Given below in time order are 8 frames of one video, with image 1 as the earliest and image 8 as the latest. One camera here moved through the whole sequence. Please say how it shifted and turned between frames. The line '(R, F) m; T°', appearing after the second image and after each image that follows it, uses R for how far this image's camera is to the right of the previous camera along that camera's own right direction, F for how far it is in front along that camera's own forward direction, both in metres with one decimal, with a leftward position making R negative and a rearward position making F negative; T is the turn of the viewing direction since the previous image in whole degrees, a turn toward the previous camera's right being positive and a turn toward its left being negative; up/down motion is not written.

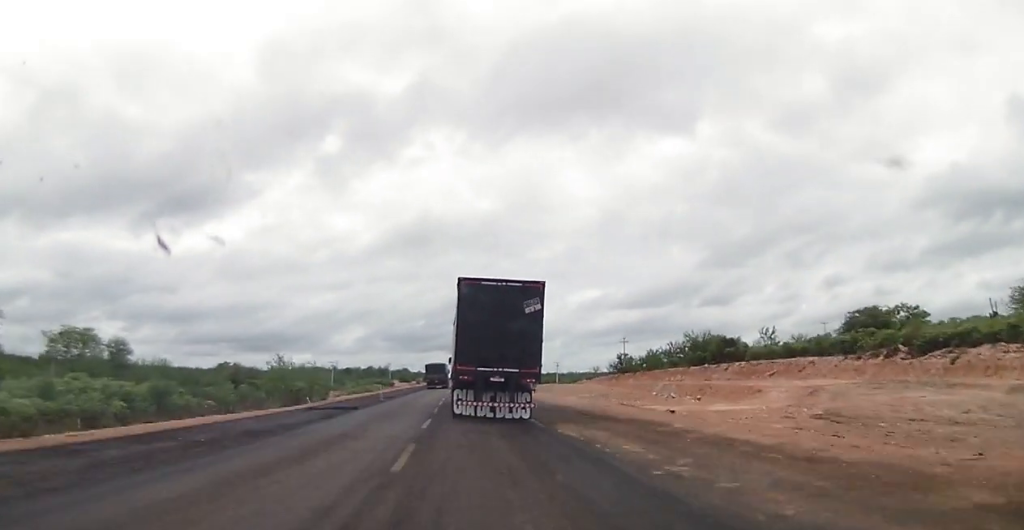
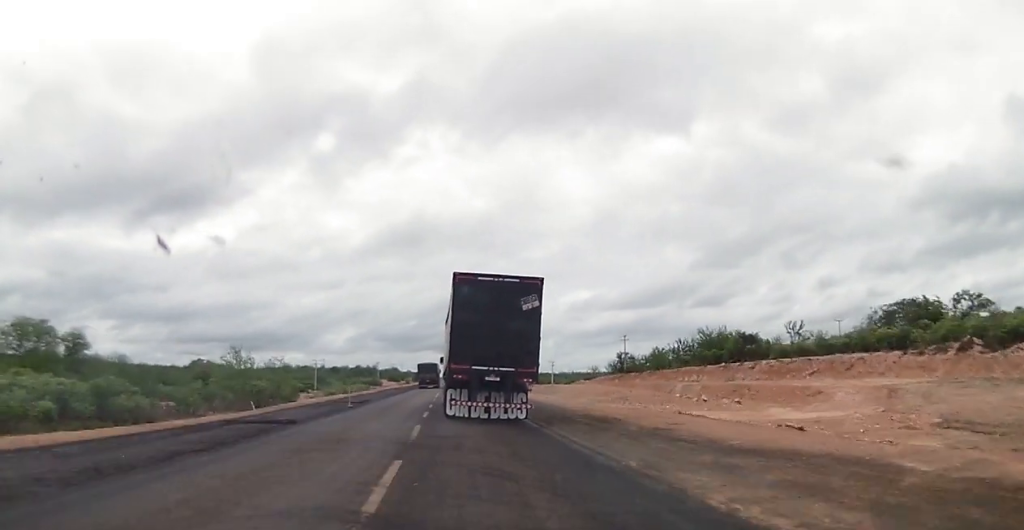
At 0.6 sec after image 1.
(+0.3, +11.1) m; 0°
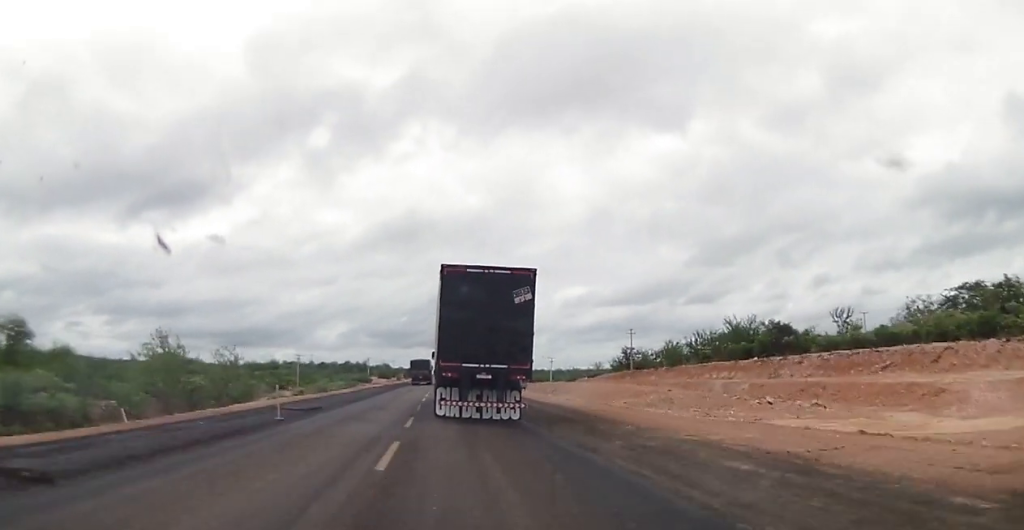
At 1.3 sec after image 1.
(-0.3, +13.6) m; 0°
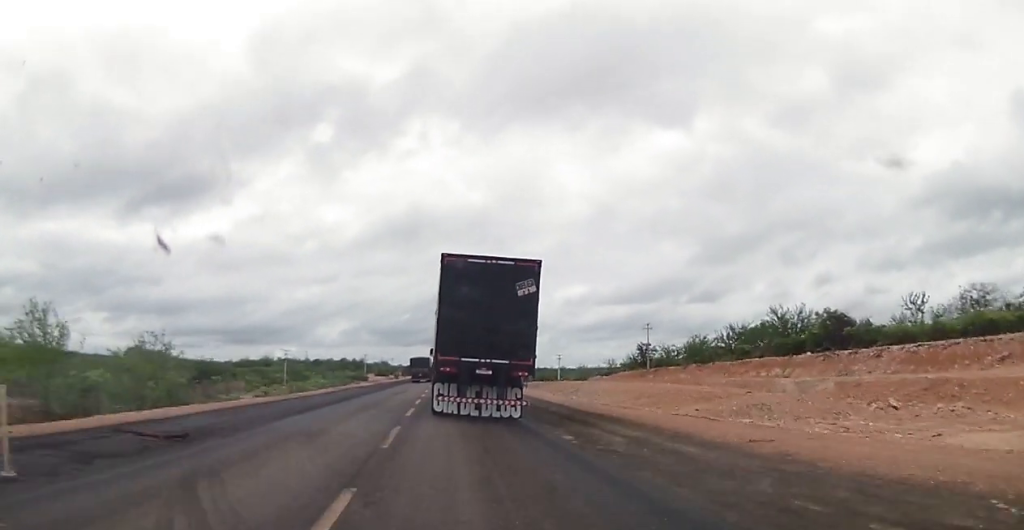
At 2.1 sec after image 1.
(+0.1, +14.1) m; +1°
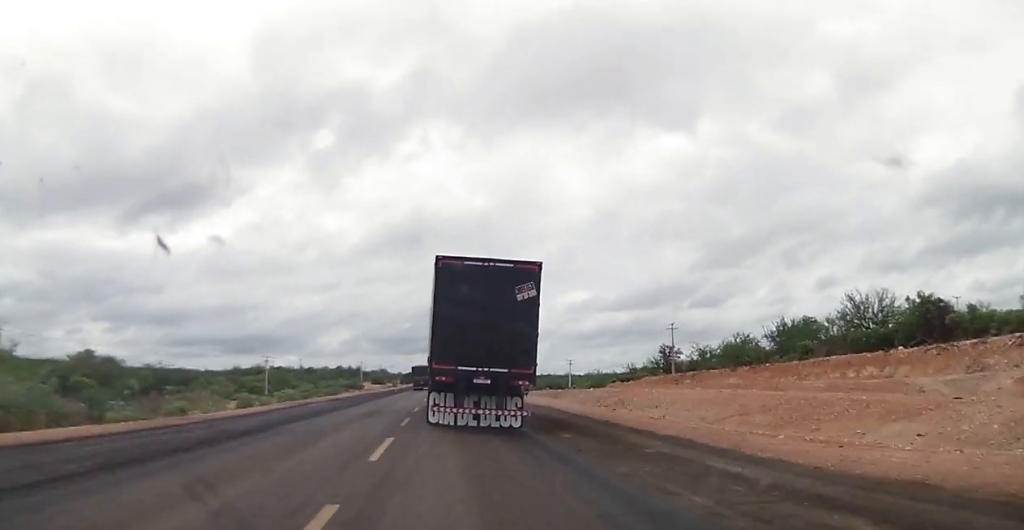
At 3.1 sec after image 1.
(+0.3, +17.5) m; 0°
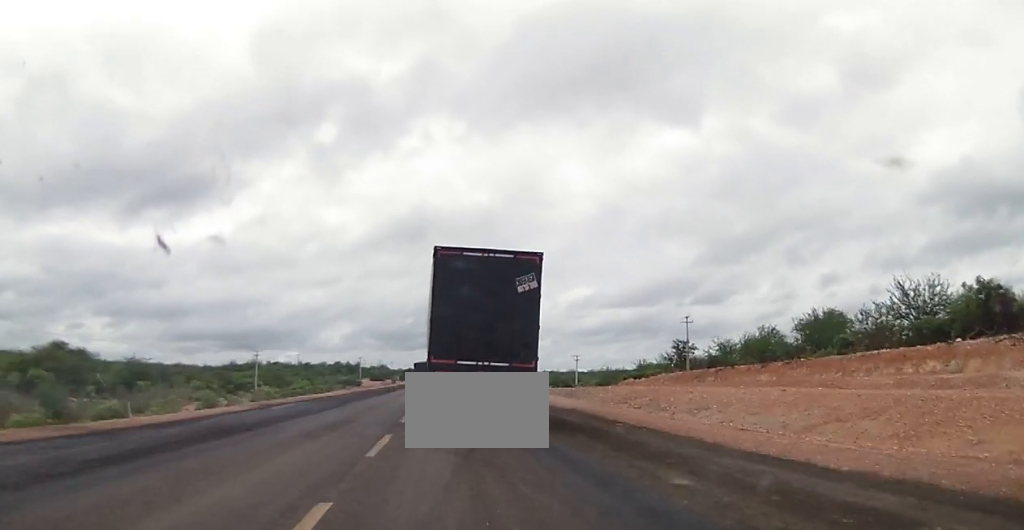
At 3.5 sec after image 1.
(+0.1, +8.3) m; -1°
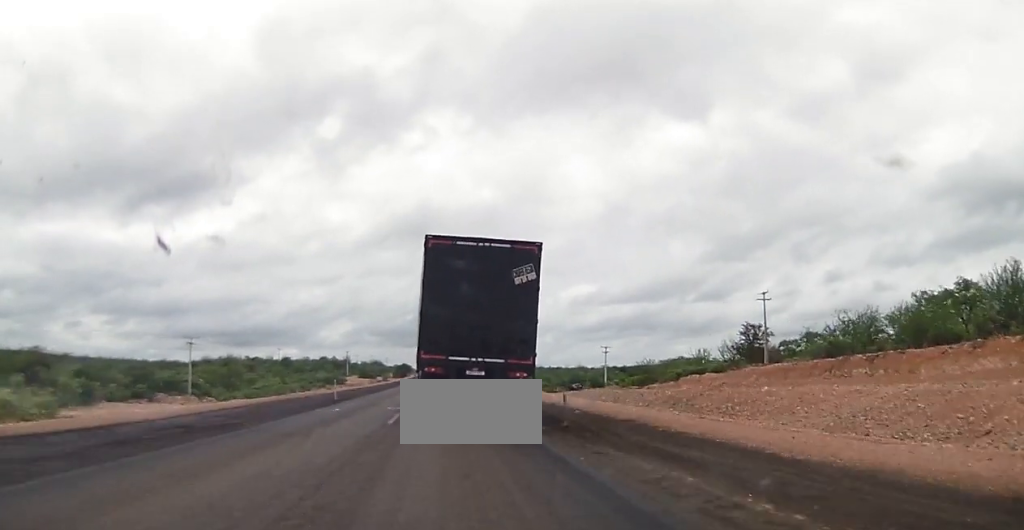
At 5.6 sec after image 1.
(0.0, +35.3) m; 0°
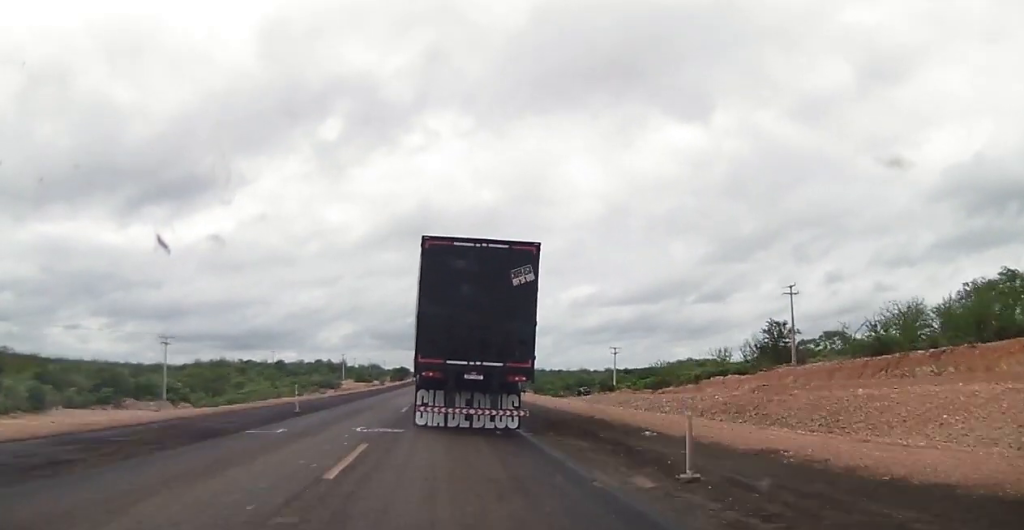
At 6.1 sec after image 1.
(-0.2, +8.9) m; 0°
